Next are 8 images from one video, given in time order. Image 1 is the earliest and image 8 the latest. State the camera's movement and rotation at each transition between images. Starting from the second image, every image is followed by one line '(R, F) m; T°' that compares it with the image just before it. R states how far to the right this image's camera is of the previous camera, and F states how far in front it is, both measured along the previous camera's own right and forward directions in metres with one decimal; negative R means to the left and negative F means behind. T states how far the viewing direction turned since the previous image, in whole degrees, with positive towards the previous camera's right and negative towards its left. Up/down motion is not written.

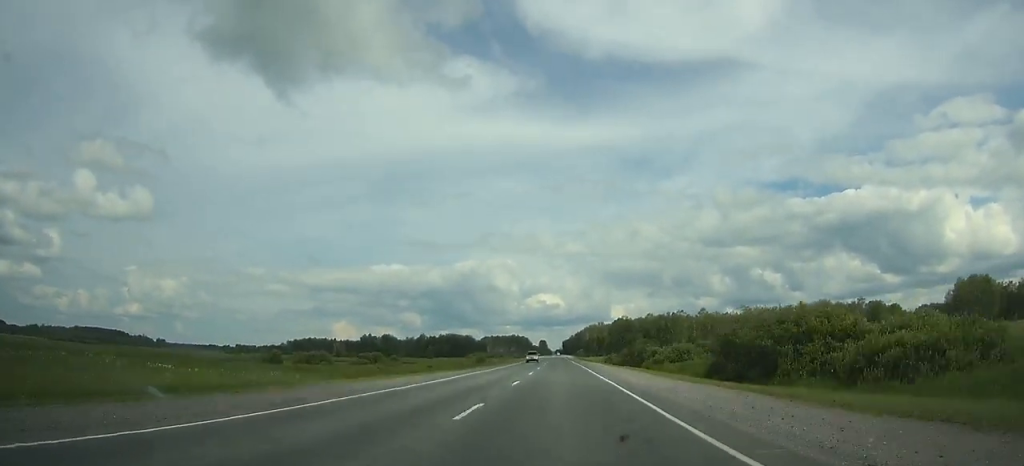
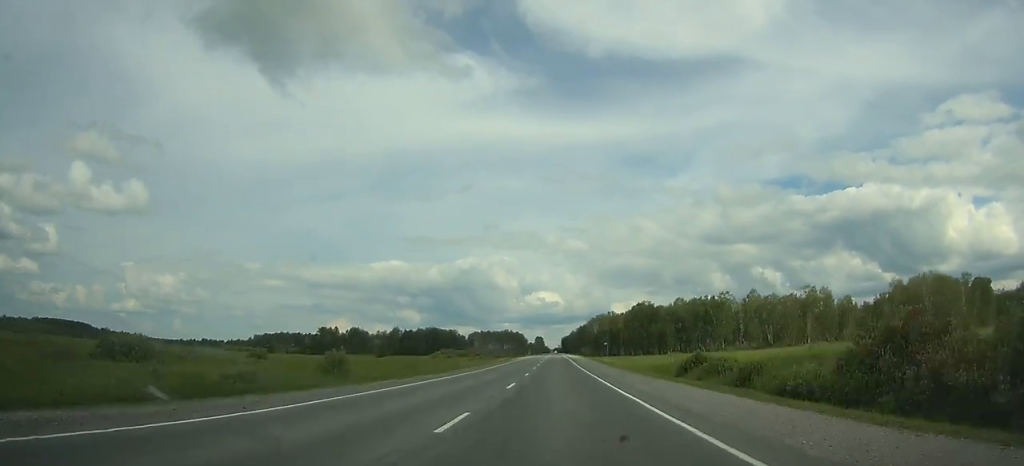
(-0.2, +88.1) m; 0°
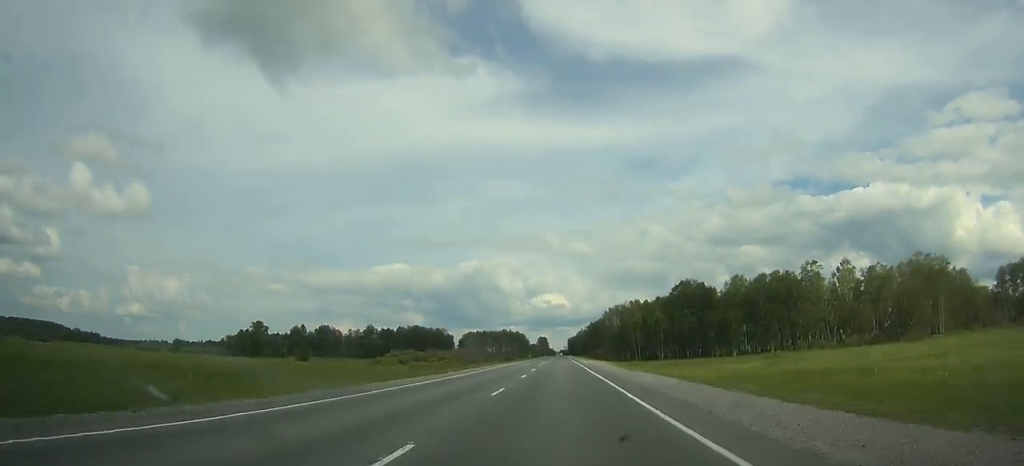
(+0.6, +80.2) m; 0°
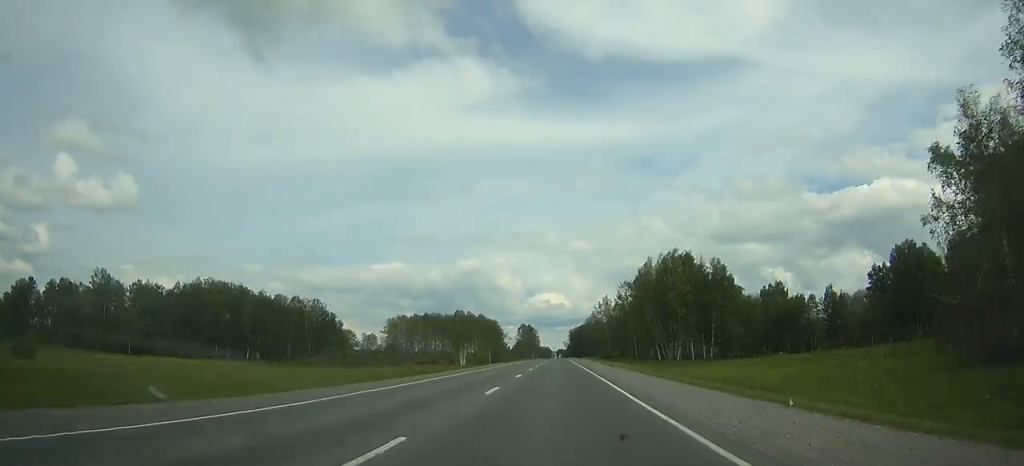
(-0.6, +236.0) m; 0°
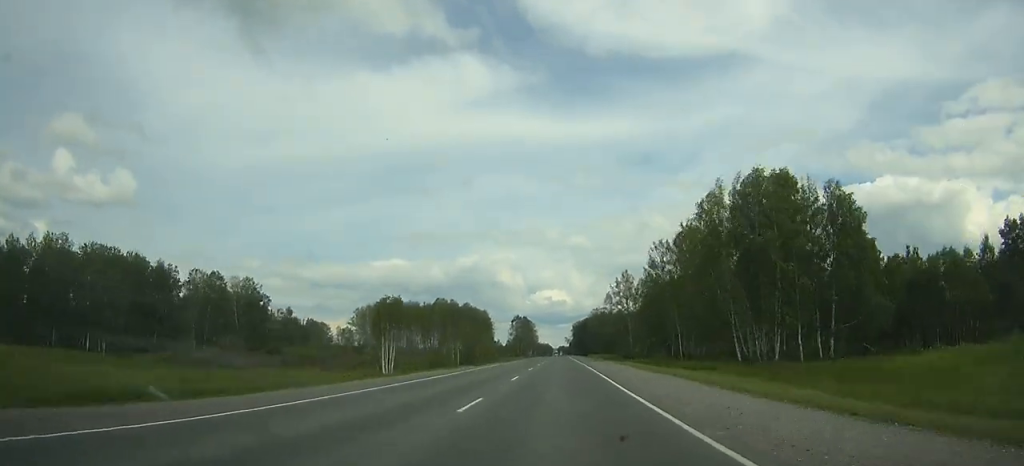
(-0.1, +49.9) m; 0°
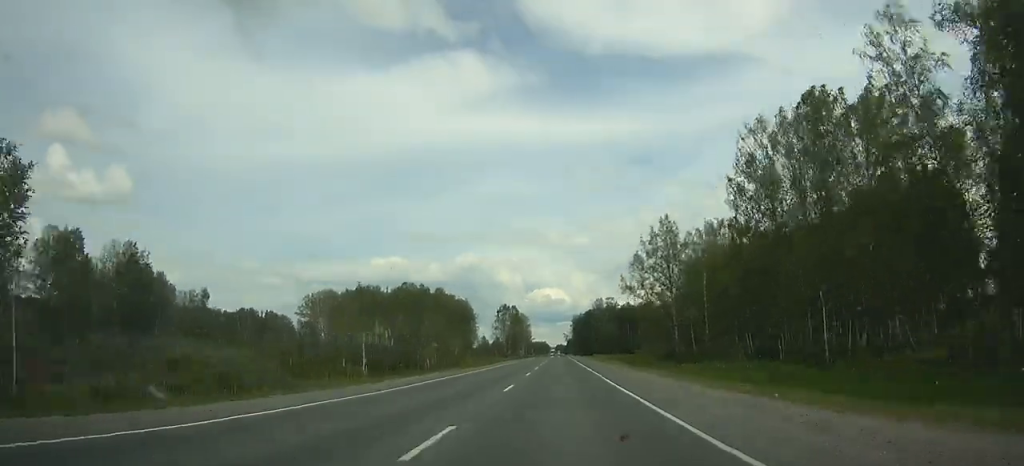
(0.0, +51.5) m; 0°
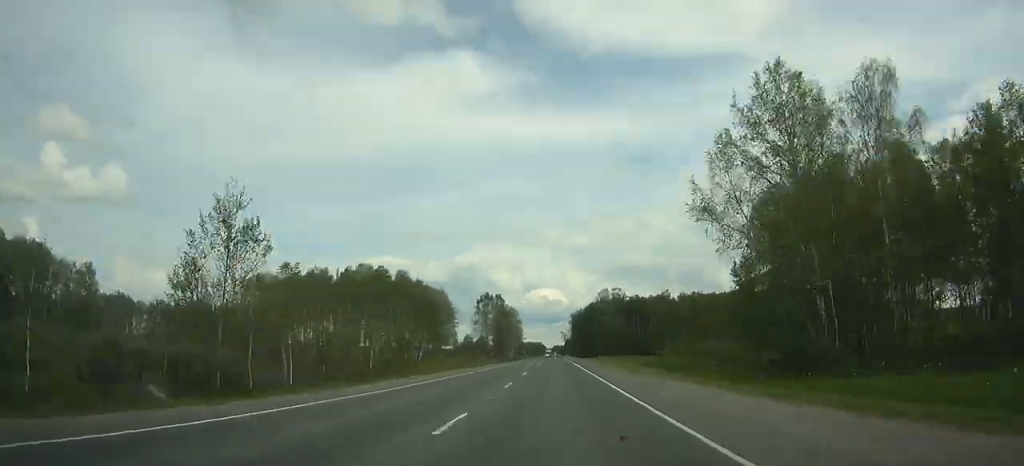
(0.0, +43.9) m; 0°
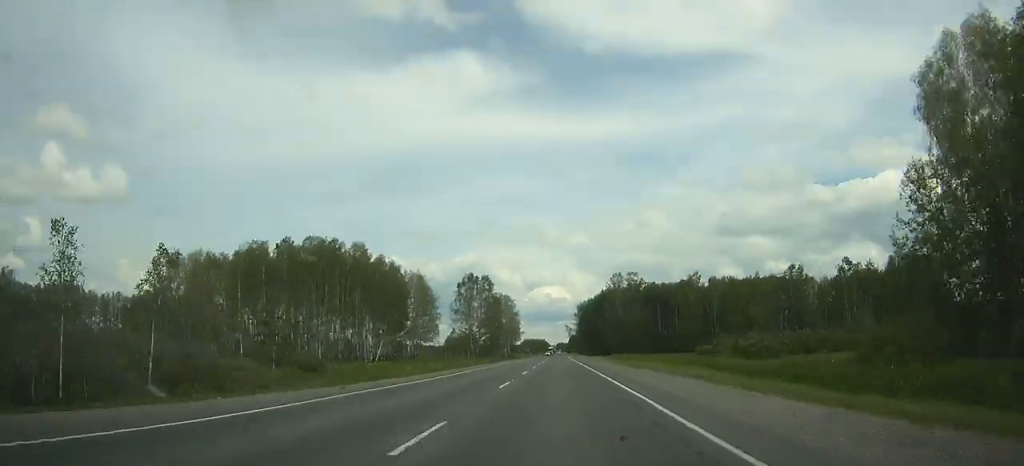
(0.0, +39.0) m; 0°
